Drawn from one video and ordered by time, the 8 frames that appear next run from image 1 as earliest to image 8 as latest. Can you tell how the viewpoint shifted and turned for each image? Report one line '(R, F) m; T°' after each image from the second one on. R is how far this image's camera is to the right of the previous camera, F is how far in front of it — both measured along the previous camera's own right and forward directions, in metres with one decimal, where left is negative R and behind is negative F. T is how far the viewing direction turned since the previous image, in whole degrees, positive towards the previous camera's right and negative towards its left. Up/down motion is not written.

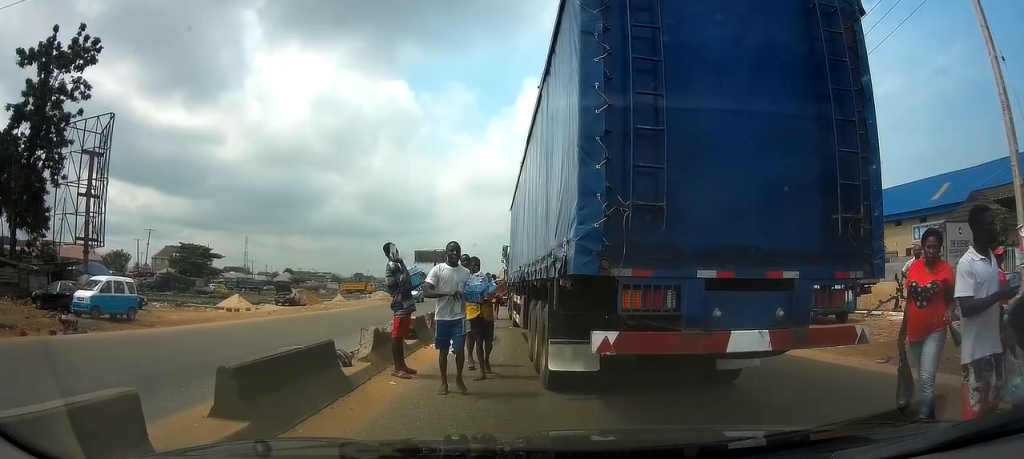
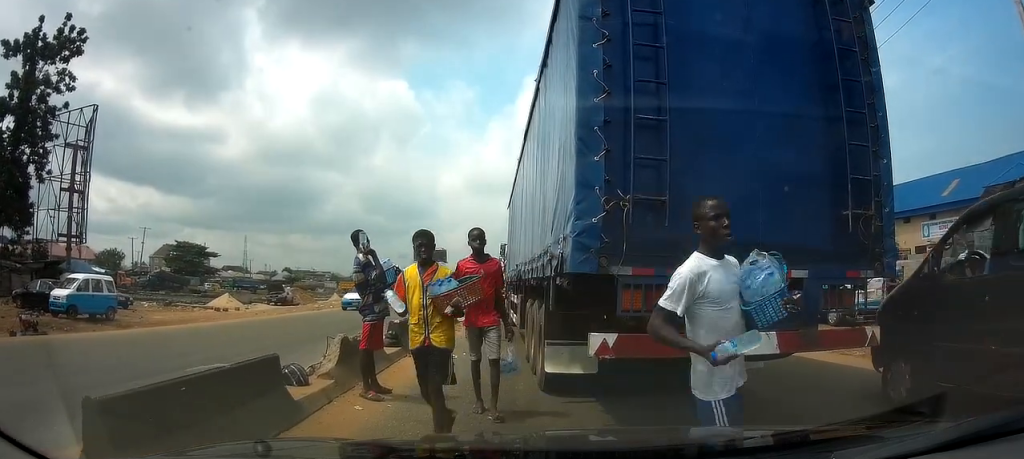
(+0.1, +1.3) m; 0°
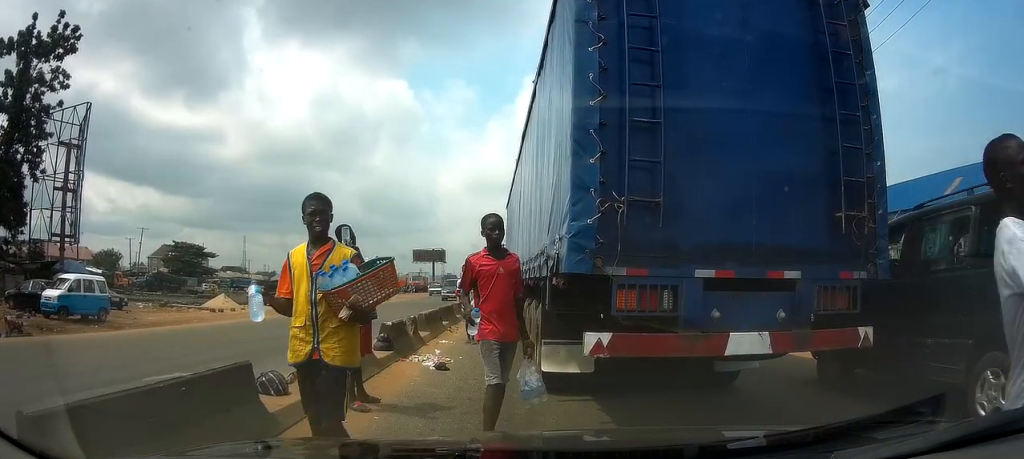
(-0.1, +0.5) m; 0°
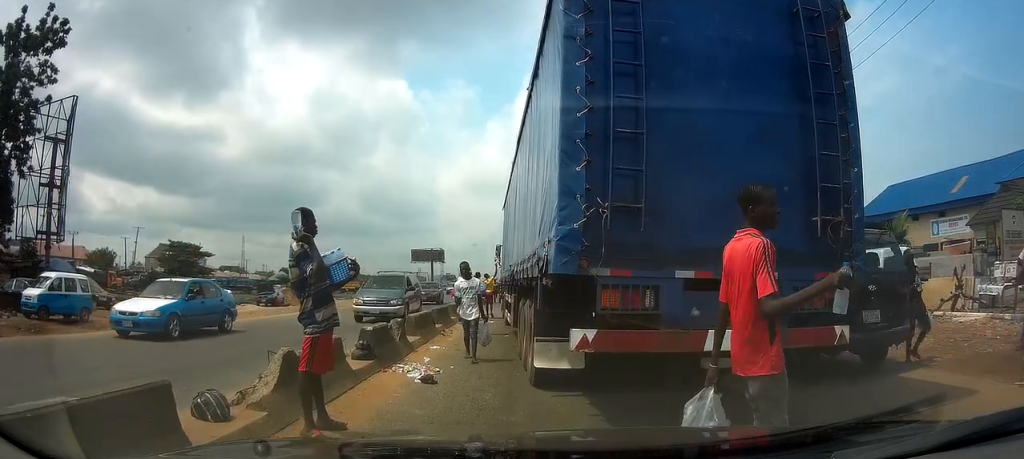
(0.0, +1.1) m; 0°
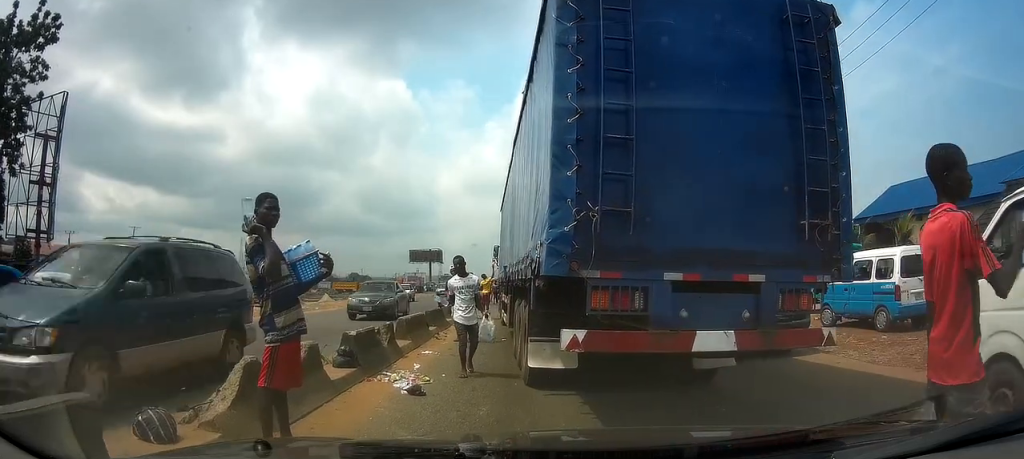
(-0.1, +0.6) m; 0°
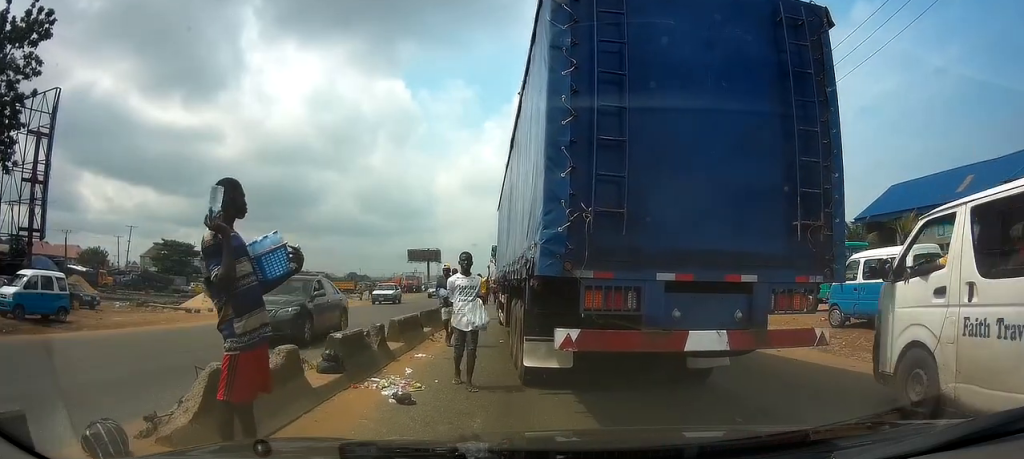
(-0.1, +0.4) m; 0°
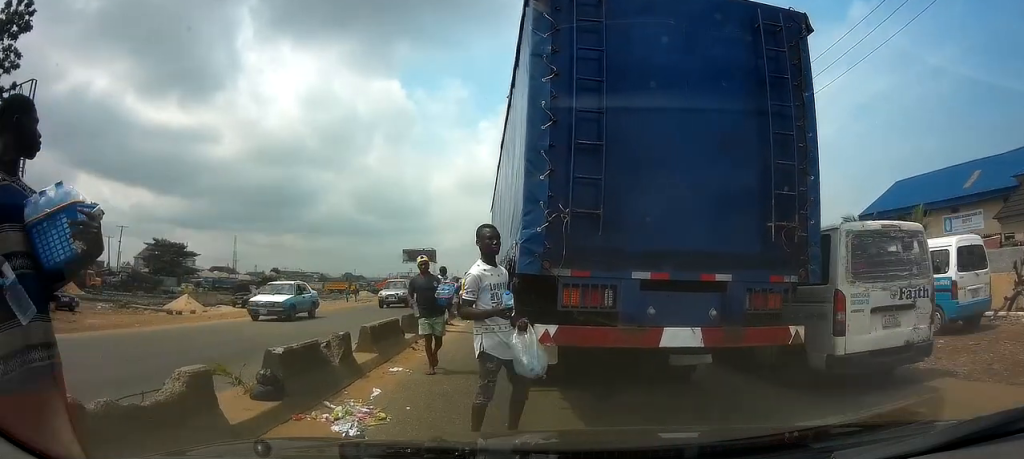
(-0.1, +1.1) m; 0°
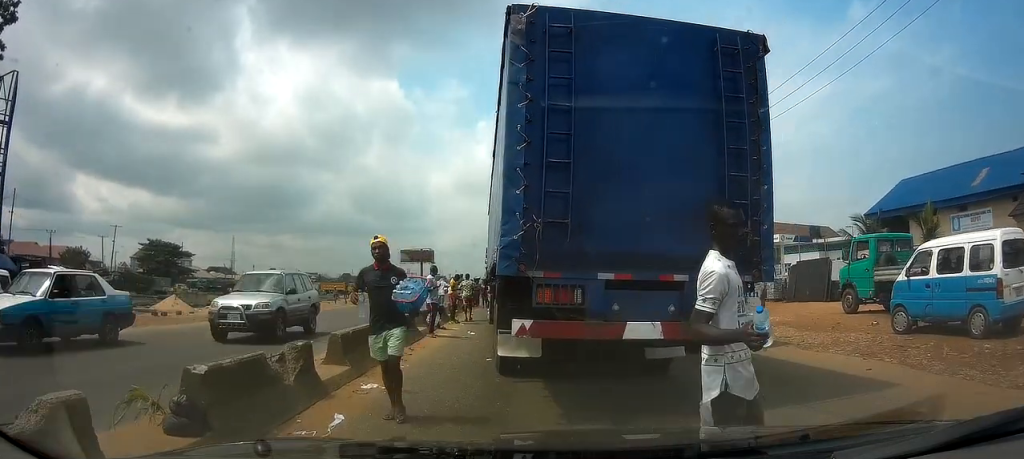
(+0.1, +1.3) m; 0°
